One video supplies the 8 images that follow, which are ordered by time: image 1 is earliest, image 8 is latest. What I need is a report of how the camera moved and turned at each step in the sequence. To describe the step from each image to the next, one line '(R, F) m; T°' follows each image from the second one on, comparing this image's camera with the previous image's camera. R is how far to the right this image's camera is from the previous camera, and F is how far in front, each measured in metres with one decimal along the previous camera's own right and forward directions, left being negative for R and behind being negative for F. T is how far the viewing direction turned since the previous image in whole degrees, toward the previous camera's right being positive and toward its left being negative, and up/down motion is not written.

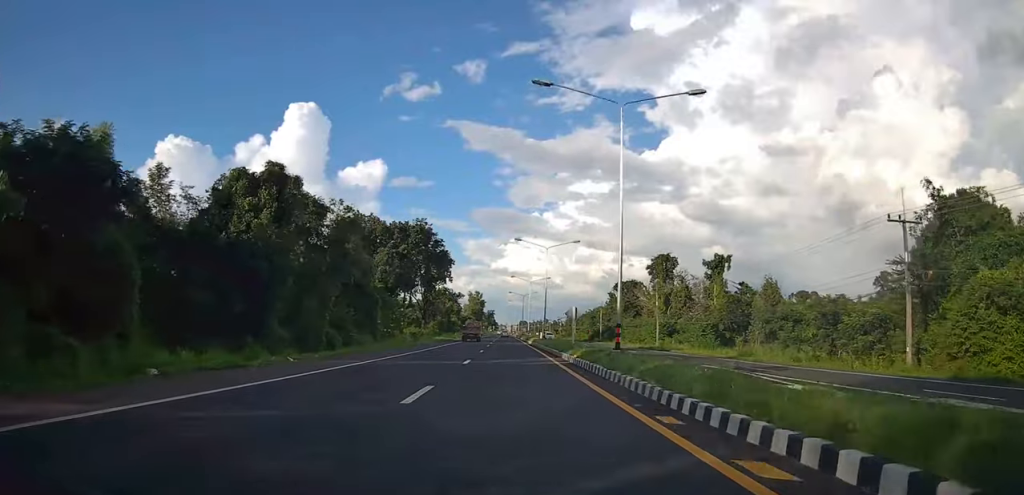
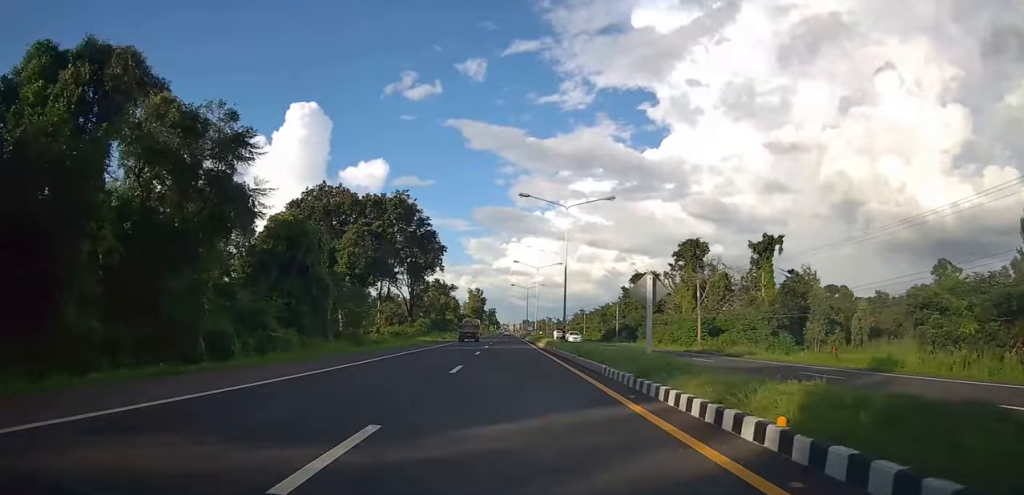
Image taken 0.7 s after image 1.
(-0.1, +17.3) m; +1°
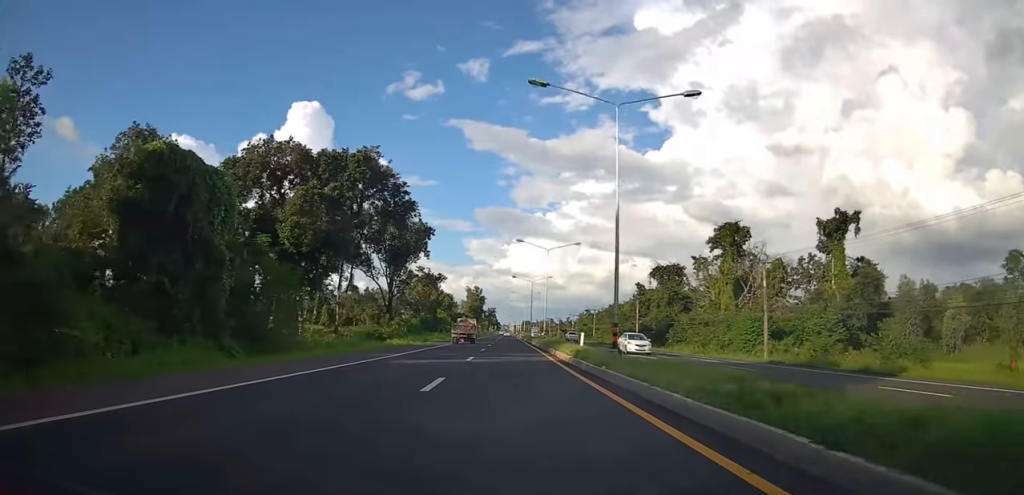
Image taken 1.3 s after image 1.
(0.0, +17.3) m; +1°
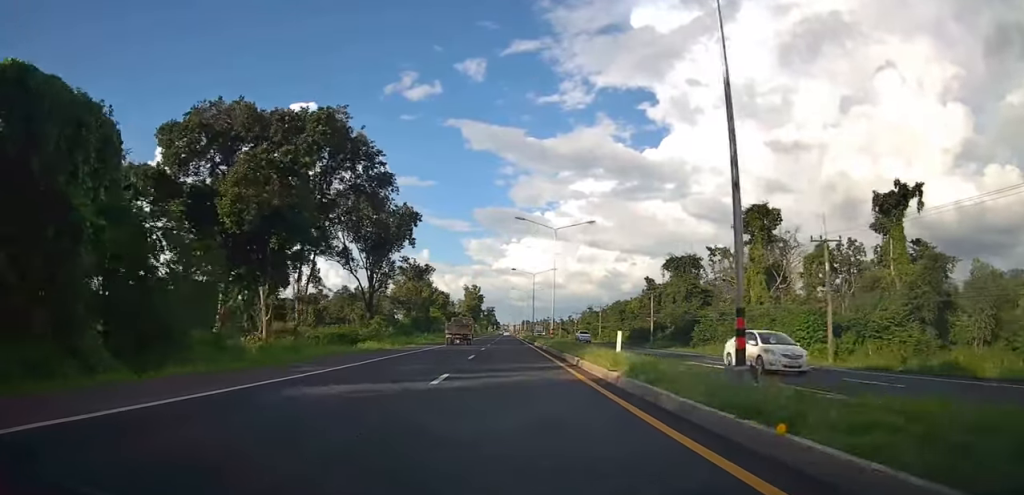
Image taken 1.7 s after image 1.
(+0.4, +10.4) m; 0°
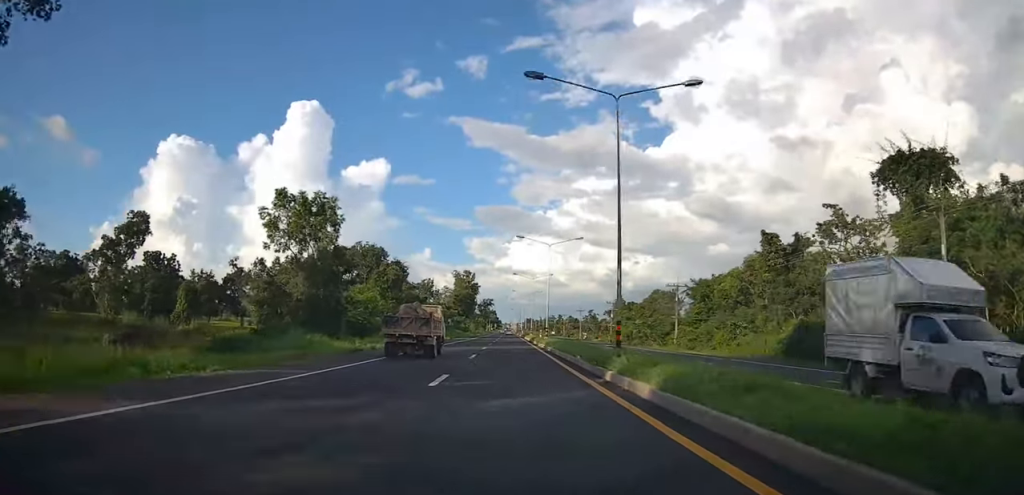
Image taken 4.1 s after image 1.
(-1.4, +60.4) m; -2°
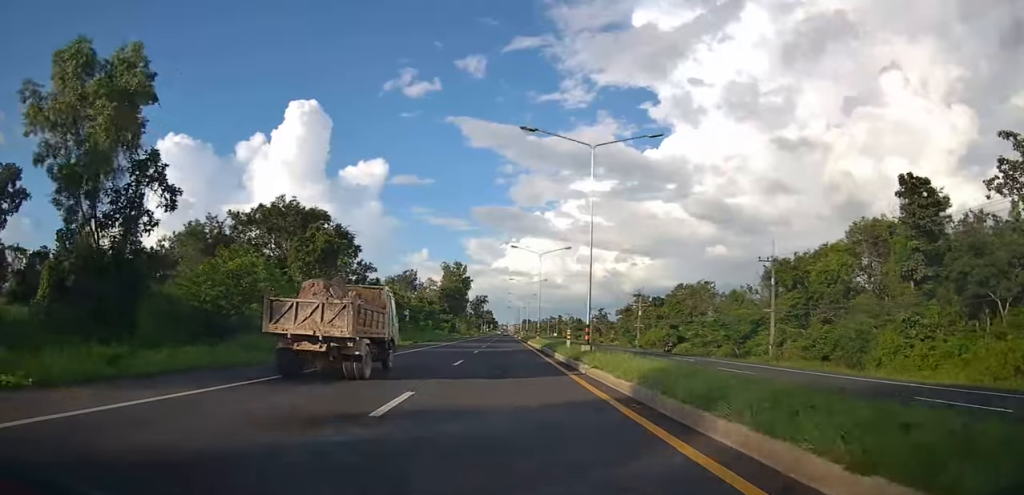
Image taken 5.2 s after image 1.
(0.0, +28.9) m; 0°
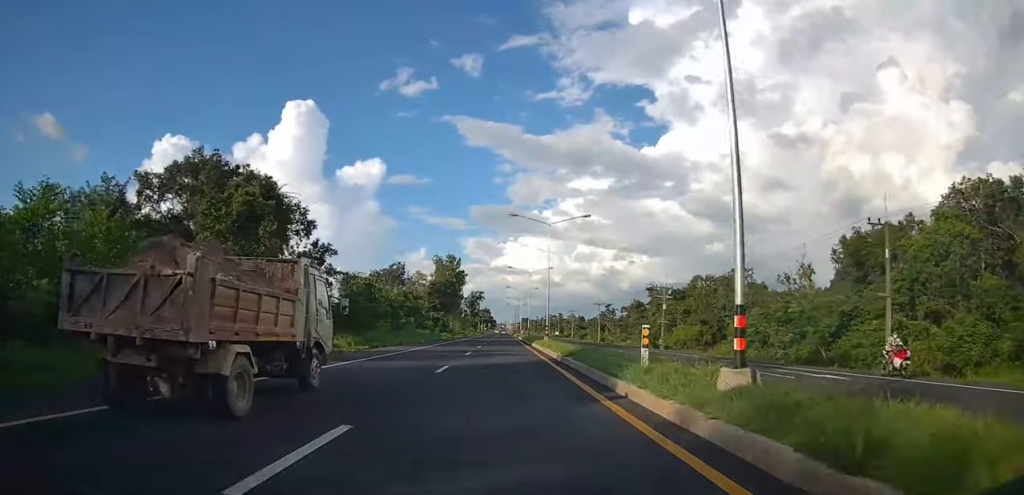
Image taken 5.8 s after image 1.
(0.0, +15.9) m; 0°
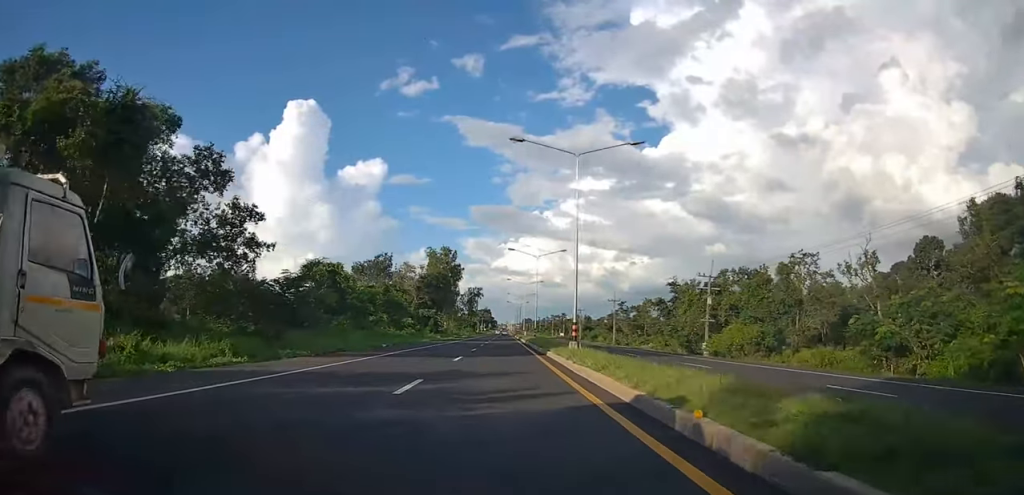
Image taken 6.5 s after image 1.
(0.0, +17.6) m; 0°
